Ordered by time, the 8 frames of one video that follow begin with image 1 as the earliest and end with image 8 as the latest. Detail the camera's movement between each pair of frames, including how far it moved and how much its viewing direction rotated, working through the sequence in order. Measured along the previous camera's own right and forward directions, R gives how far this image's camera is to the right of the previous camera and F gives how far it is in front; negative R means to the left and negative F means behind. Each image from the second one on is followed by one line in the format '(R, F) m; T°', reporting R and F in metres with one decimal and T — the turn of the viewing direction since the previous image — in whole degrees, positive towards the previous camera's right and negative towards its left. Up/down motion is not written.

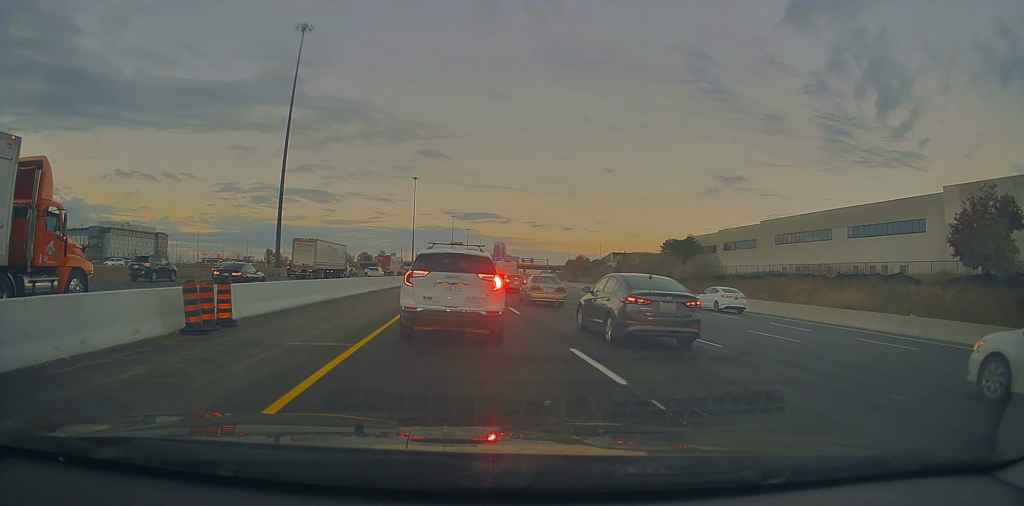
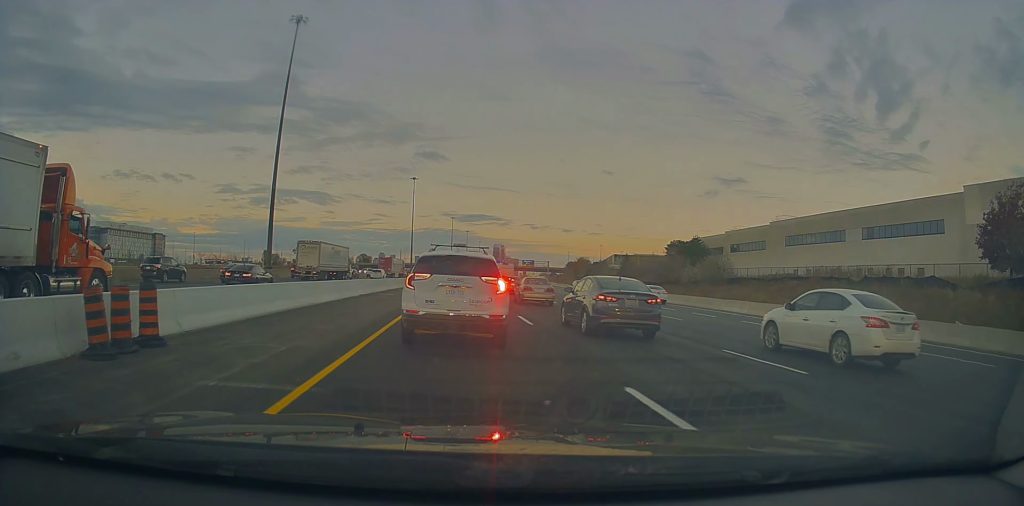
(-0.6, +3.3) m; -3°
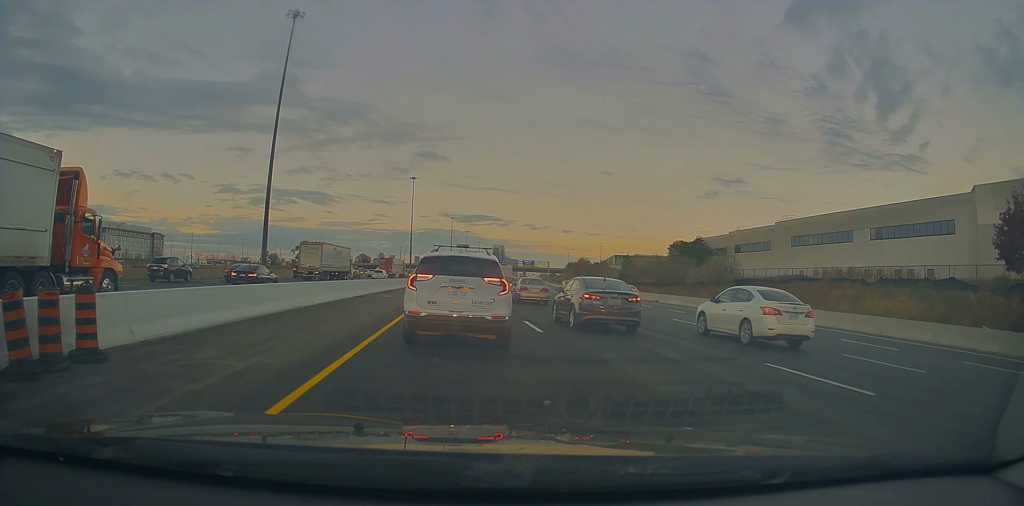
(-0.3, +1.9) m; -2°
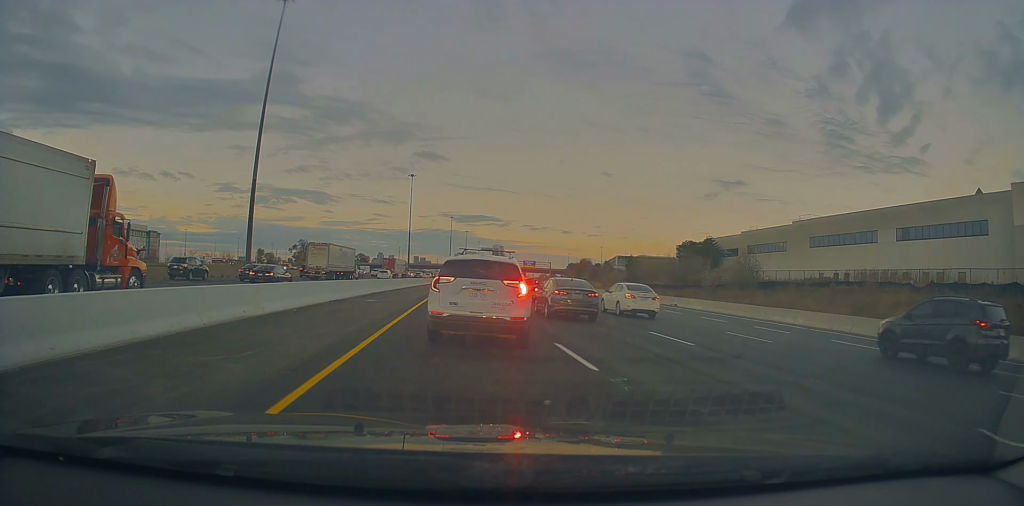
(+0.6, +5.6) m; +3°
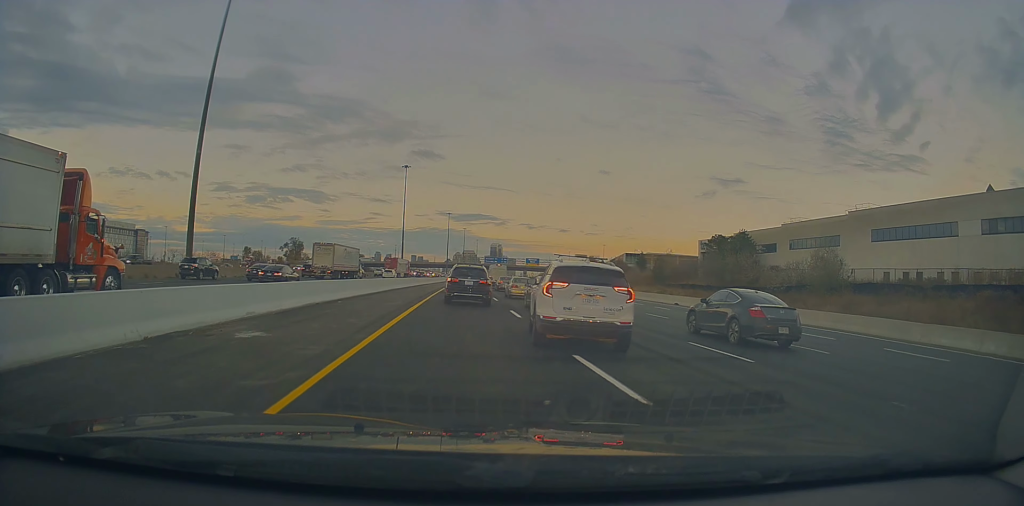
(-0.8, +15.3) m; -3°
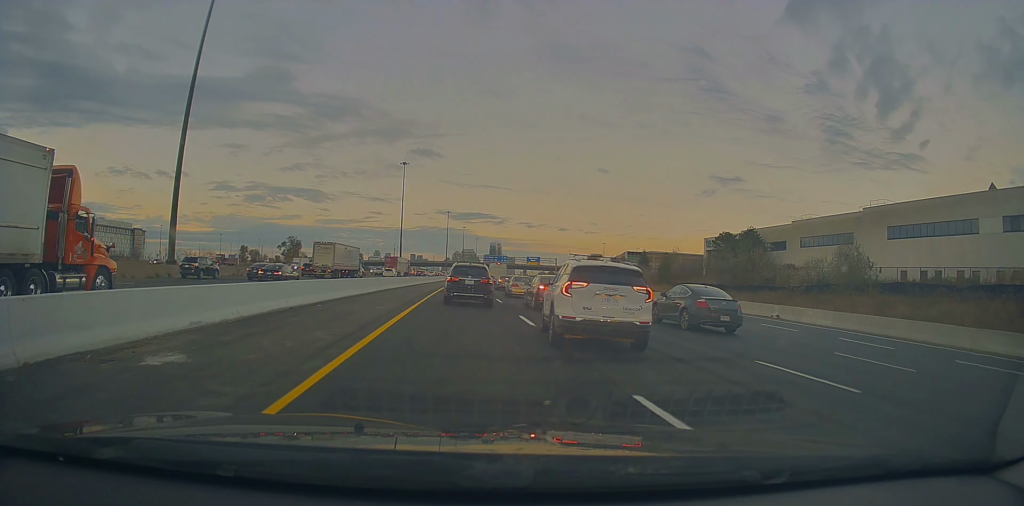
(0.0, +3.4) m; 0°
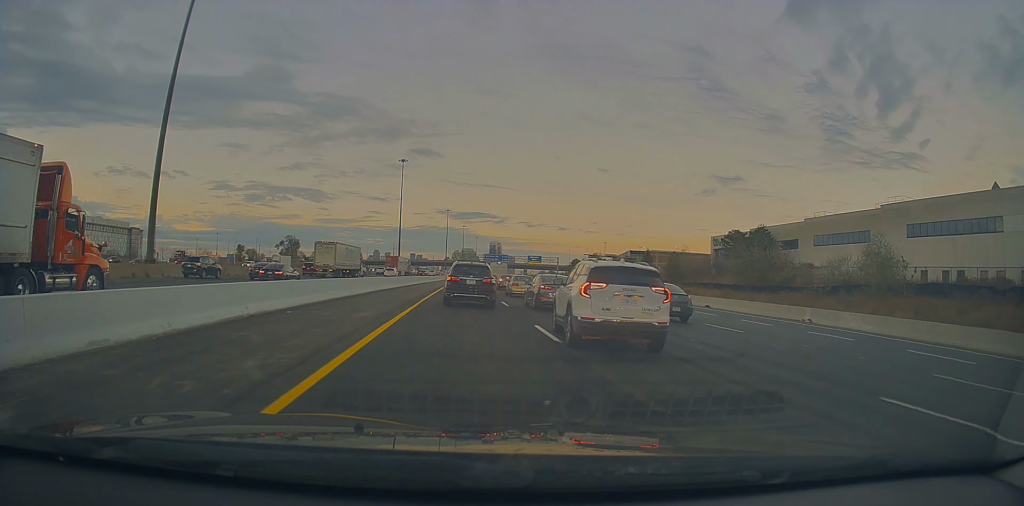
(0.0, +3.7) m; +2°
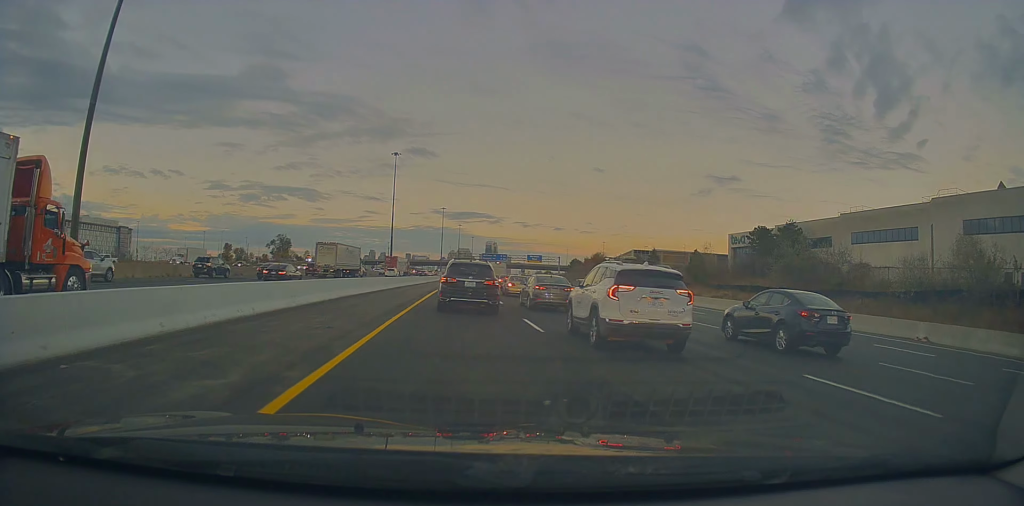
(+0.6, +10.5) m; +2°
